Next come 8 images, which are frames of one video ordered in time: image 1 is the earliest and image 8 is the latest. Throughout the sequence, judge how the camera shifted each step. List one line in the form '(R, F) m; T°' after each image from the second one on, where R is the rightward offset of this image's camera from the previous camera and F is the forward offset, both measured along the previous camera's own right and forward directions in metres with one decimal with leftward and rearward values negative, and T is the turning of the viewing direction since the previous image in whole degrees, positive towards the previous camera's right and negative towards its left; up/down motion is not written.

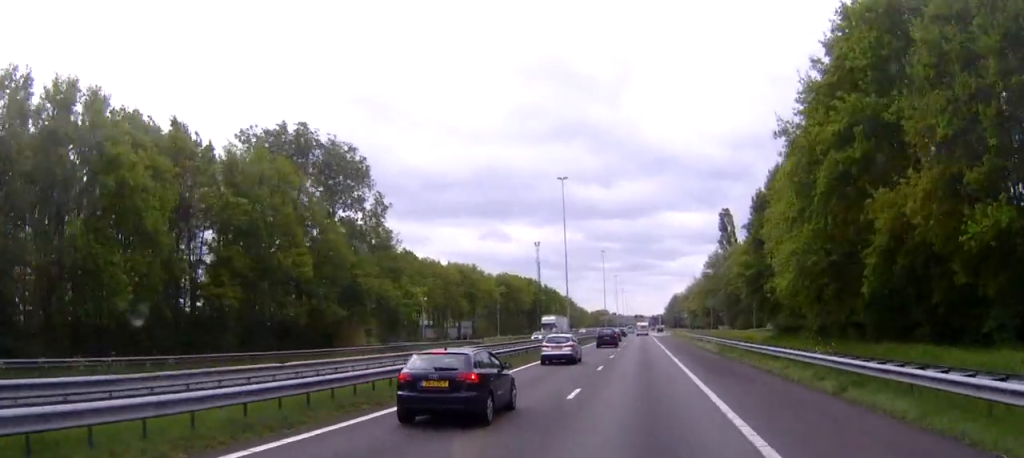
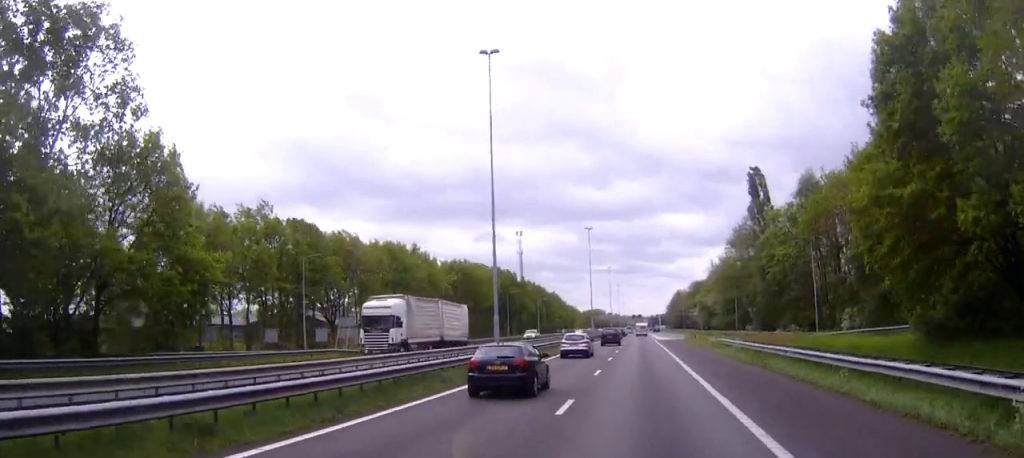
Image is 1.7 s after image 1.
(-0.5, +40.5) m; 0°
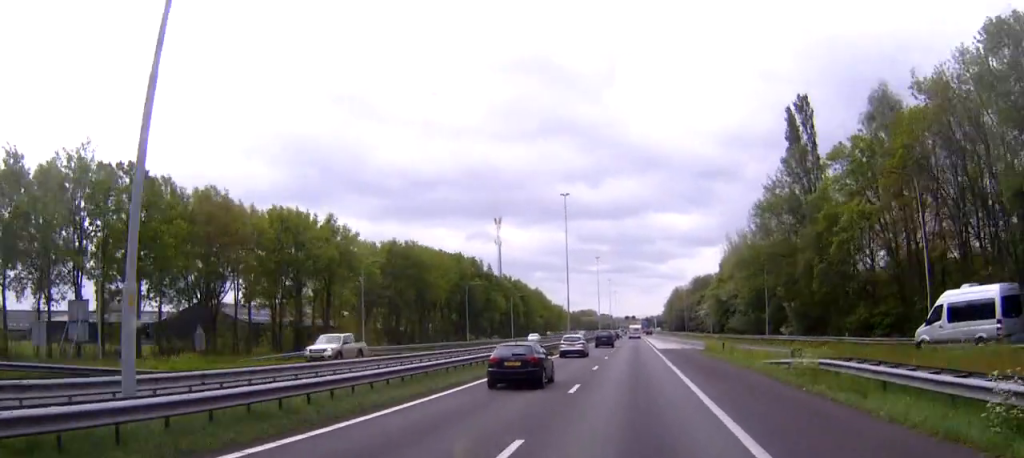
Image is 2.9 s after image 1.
(+0.2, +31.1) m; 0°
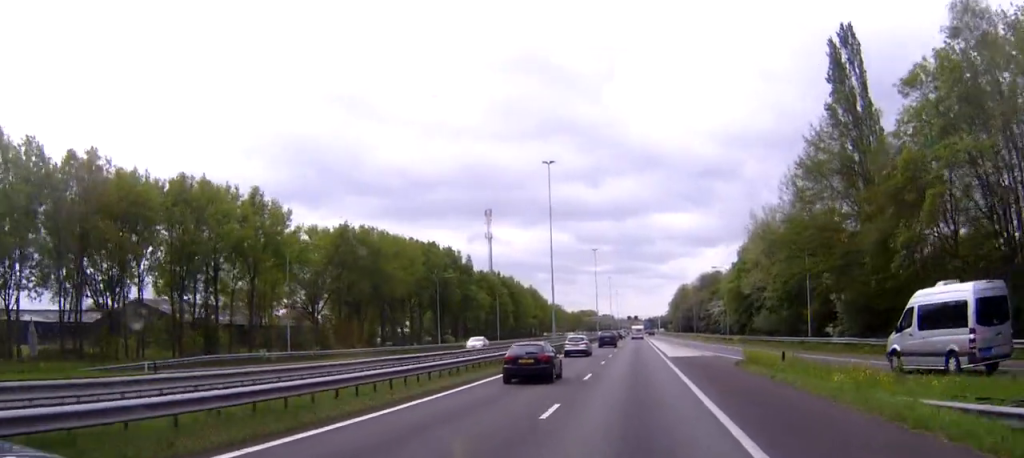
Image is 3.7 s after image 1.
(-0.1, +18.7) m; 0°
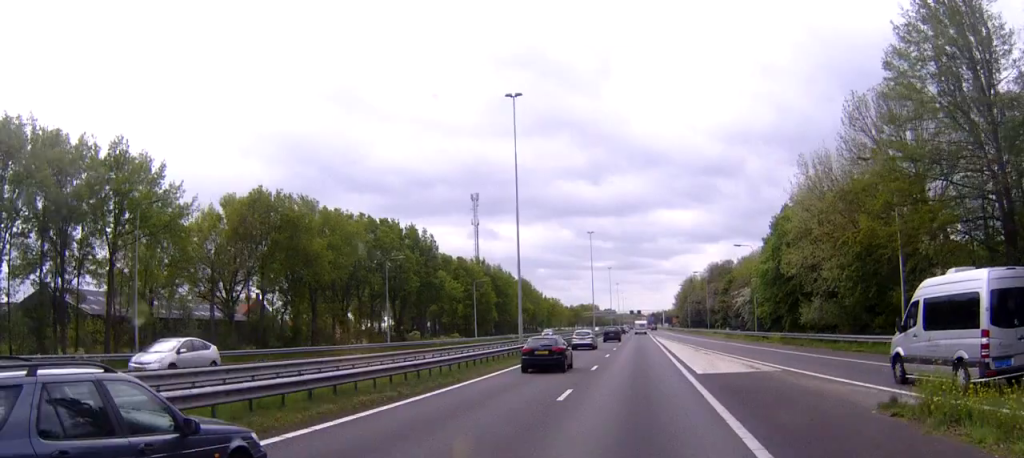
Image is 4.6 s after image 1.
(-0.1, +21.9) m; 0°
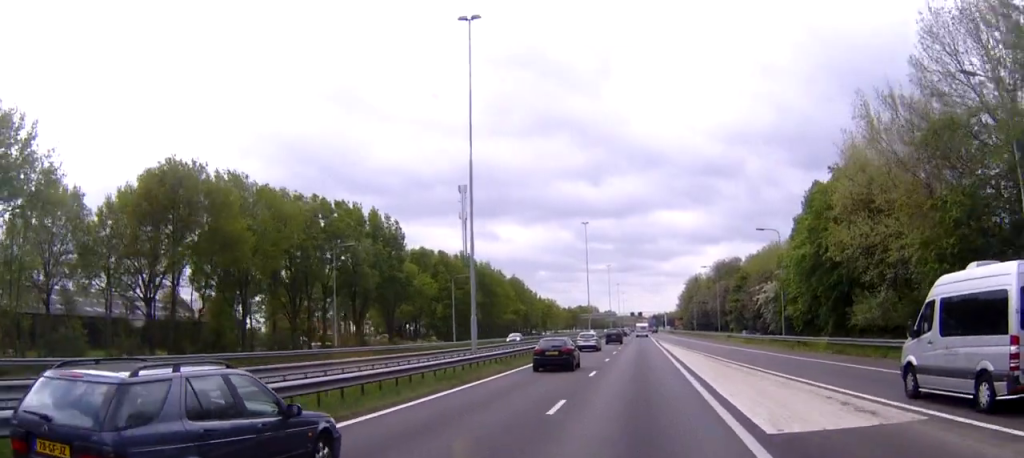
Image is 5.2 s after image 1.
(0.0, +14.5) m; 0°
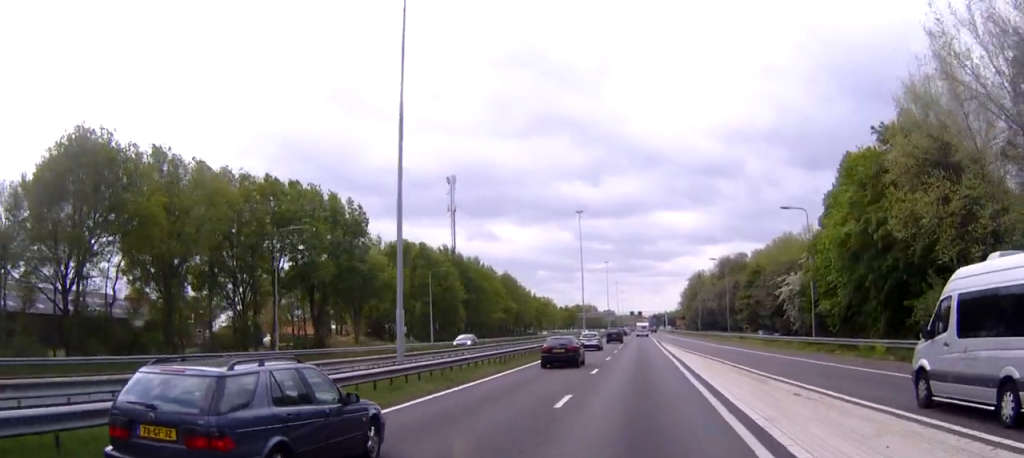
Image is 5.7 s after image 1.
(0.0, +11.3) m; 0°
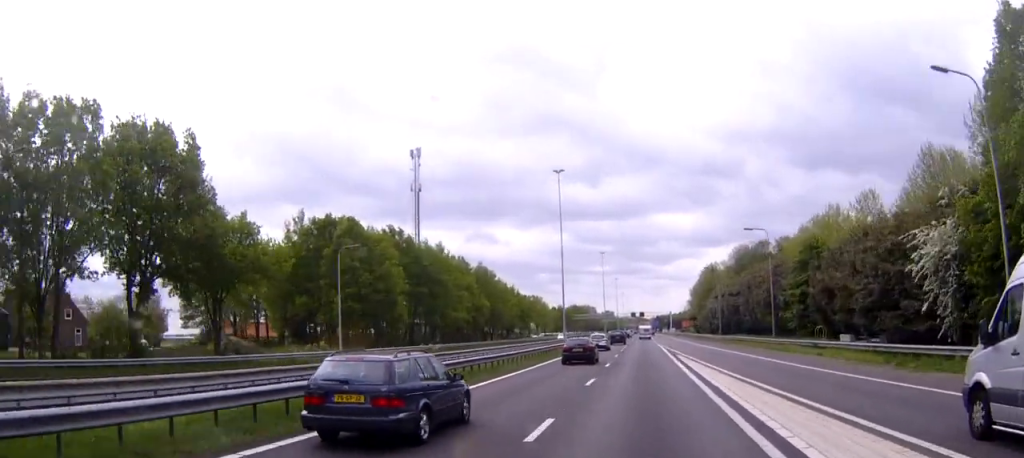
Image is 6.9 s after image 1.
(-0.1, +29.8) m; 0°
